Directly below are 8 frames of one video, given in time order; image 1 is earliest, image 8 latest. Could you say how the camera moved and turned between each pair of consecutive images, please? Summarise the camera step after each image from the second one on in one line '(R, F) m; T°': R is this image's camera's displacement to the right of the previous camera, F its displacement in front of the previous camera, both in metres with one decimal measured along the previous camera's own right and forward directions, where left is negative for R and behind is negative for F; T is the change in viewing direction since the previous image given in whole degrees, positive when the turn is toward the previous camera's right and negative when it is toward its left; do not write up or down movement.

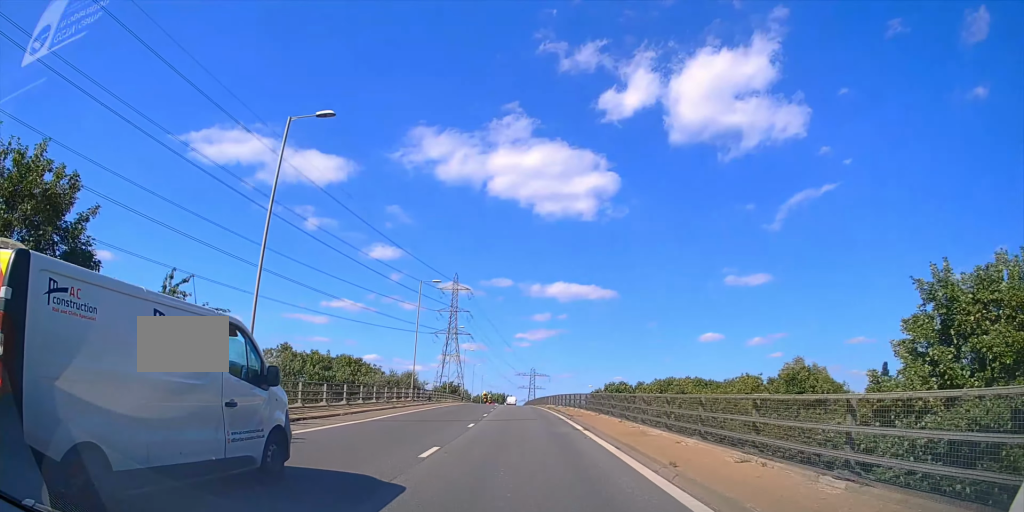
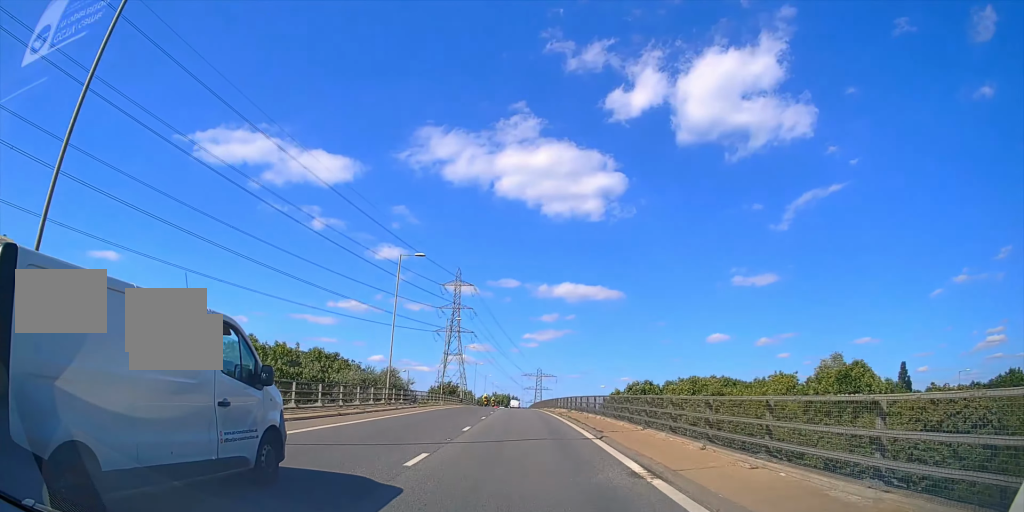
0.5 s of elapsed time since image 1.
(+0.1, +10.4) m; 0°
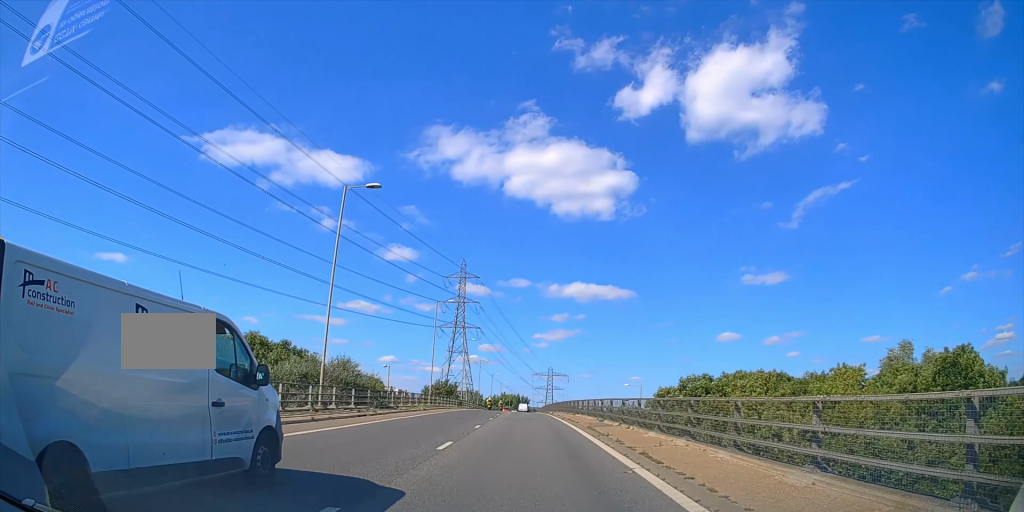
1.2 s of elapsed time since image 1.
(-0.2, +14.0) m; -1°
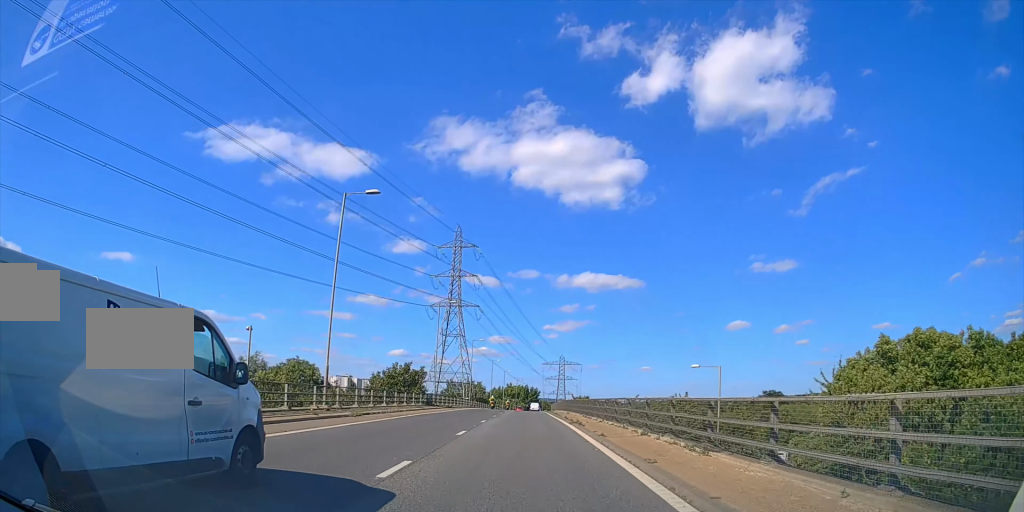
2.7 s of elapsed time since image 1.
(-0.6, +31.7) m; -1°
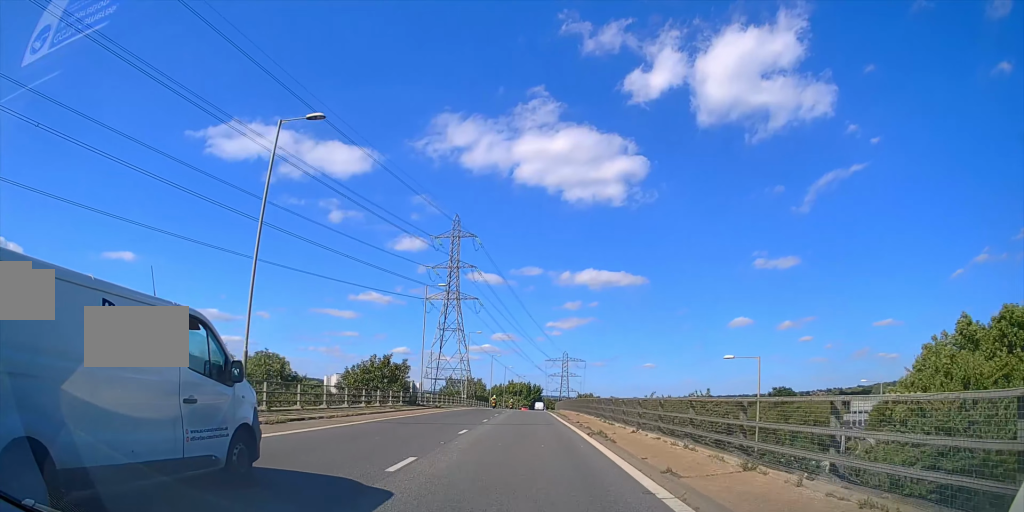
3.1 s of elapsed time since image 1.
(0.0, +8.5) m; 0°
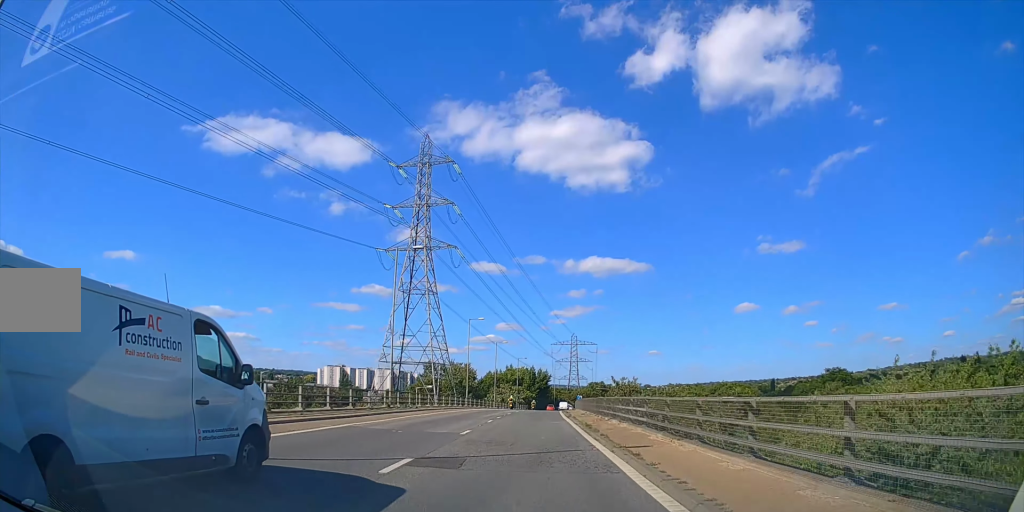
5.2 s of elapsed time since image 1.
(-0.4, +45.1) m; -1°
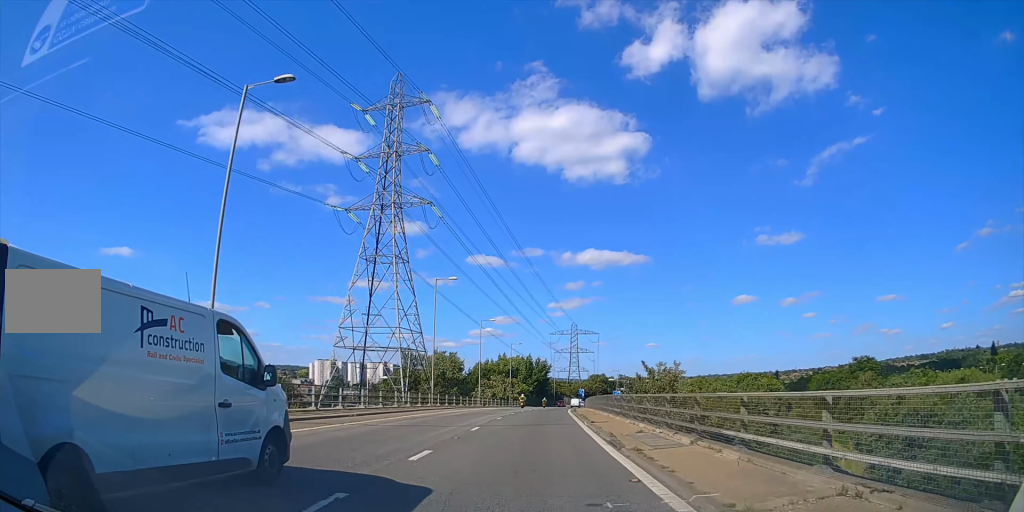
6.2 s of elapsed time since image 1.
(0.0, +21.9) m; 0°
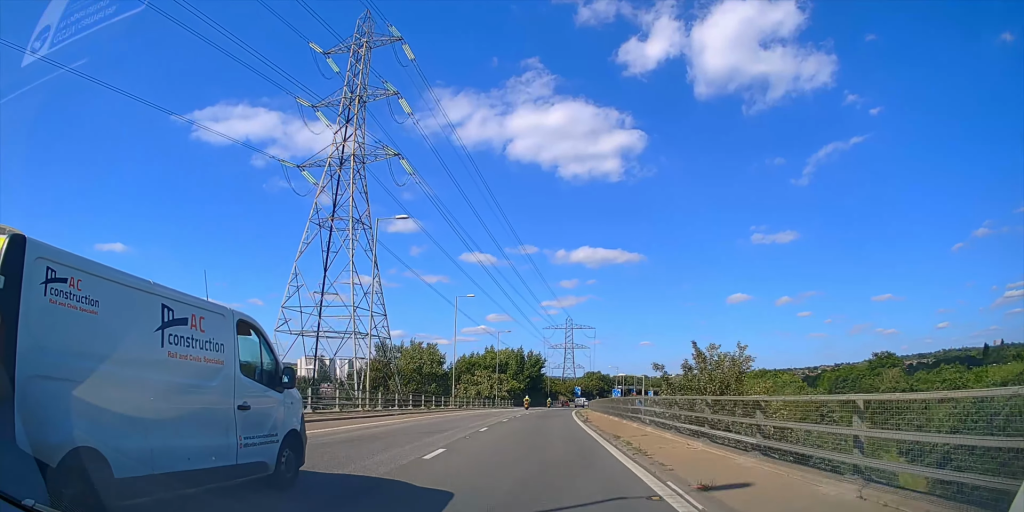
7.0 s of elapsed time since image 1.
(+0.1, +17.0) m; +1°
